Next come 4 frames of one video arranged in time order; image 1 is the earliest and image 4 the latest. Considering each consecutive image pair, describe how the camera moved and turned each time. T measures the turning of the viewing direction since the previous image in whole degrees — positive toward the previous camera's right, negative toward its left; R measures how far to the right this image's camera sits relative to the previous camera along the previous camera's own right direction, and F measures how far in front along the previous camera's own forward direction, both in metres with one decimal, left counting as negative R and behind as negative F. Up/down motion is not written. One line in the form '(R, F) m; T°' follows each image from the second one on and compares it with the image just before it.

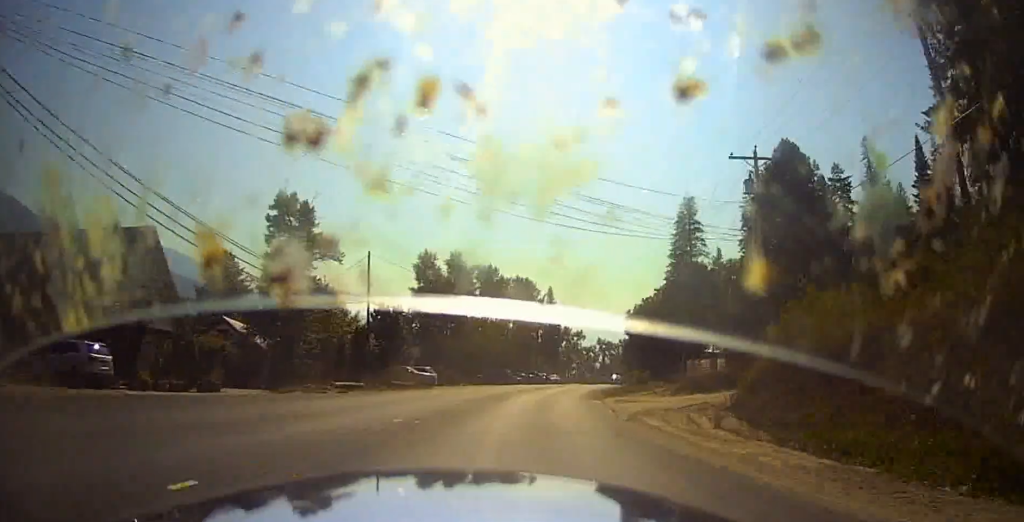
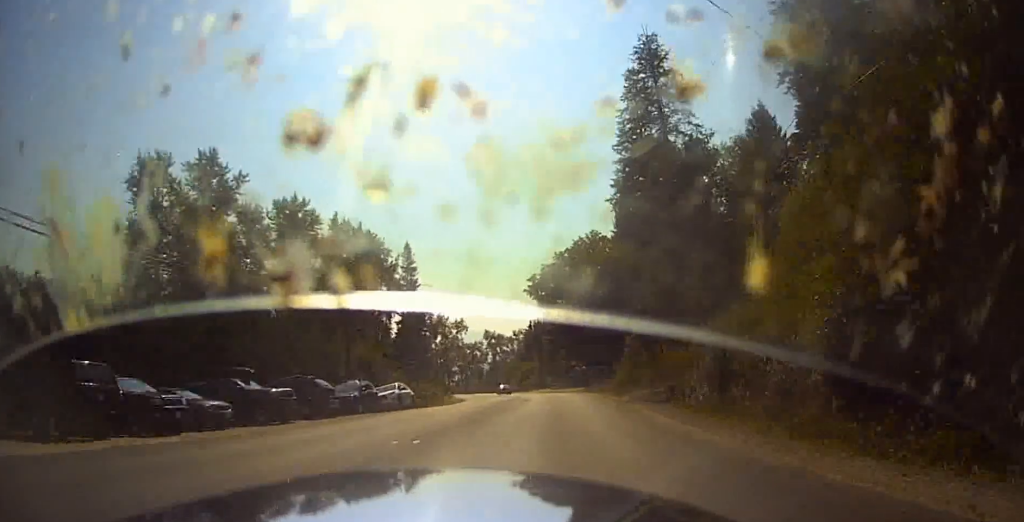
(+6.3, +60.6) m; +8°
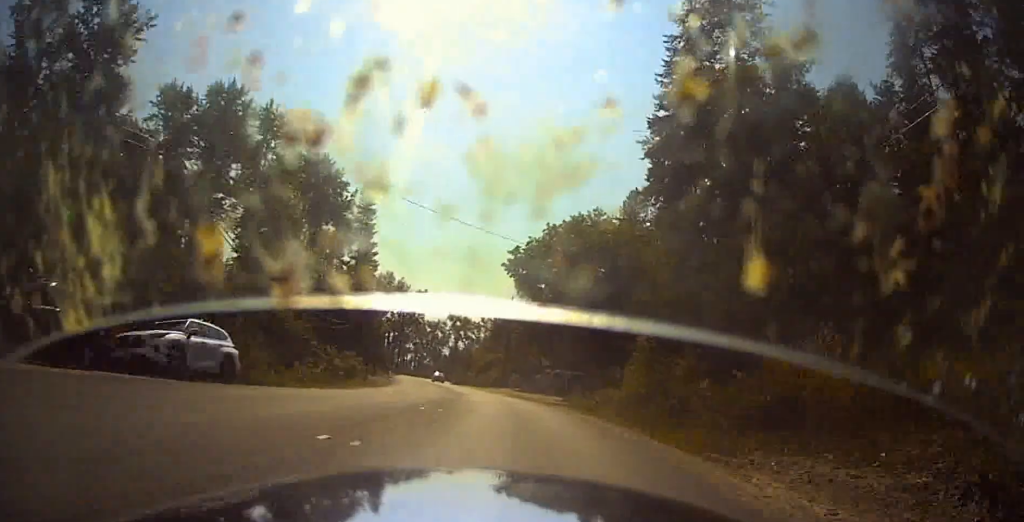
(-0.3, +18.6) m; -3°
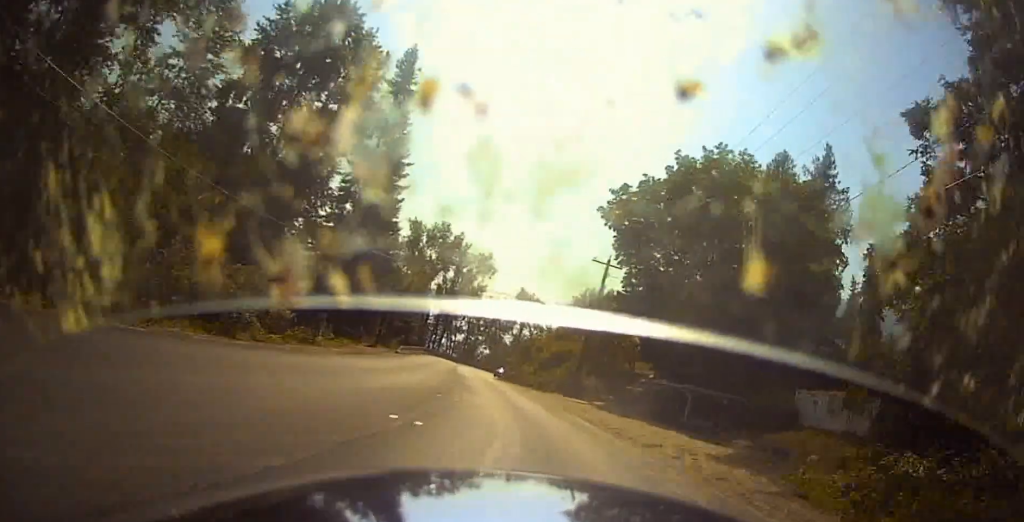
(-1.1, +26.5) m; -3°
